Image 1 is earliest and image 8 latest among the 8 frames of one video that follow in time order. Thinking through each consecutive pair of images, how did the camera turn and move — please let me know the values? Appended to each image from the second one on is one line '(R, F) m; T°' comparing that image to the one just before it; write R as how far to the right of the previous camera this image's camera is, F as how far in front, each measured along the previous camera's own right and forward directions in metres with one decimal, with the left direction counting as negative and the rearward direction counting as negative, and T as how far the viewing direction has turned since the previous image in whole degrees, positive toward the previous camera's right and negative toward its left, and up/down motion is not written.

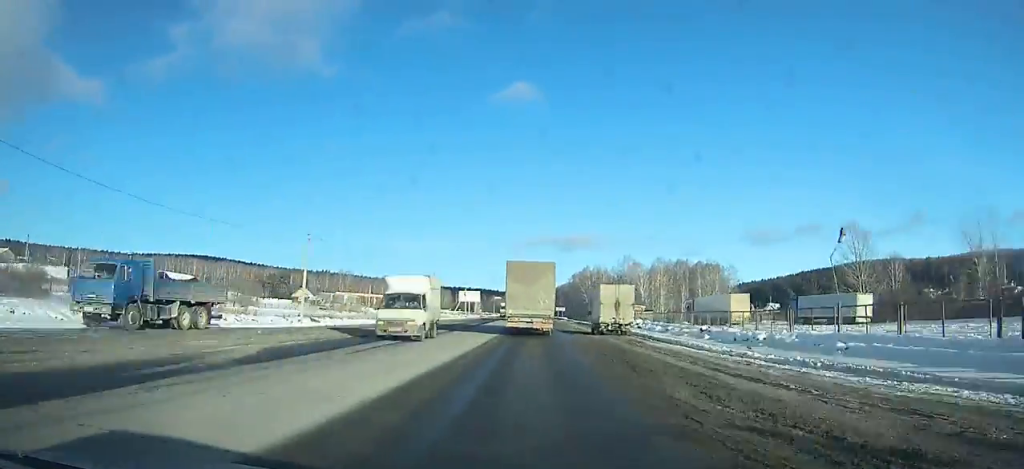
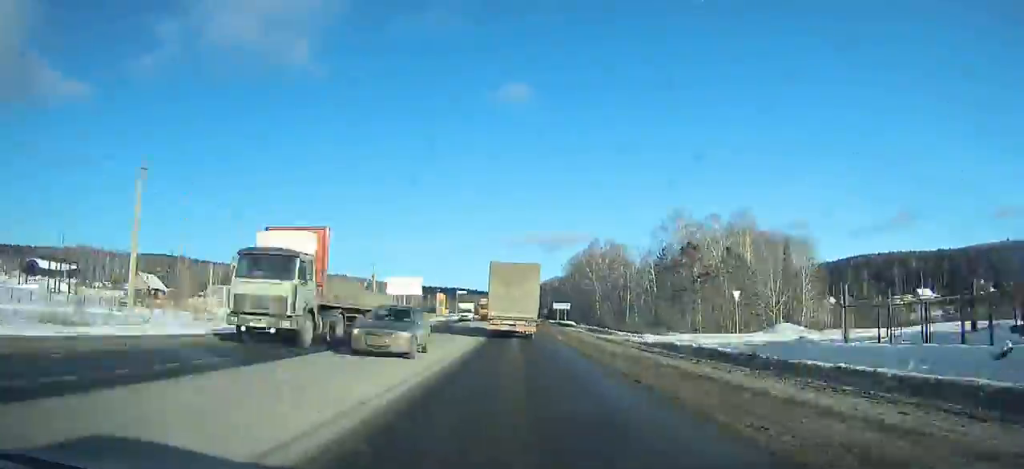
(+0.5, +71.0) m; 0°
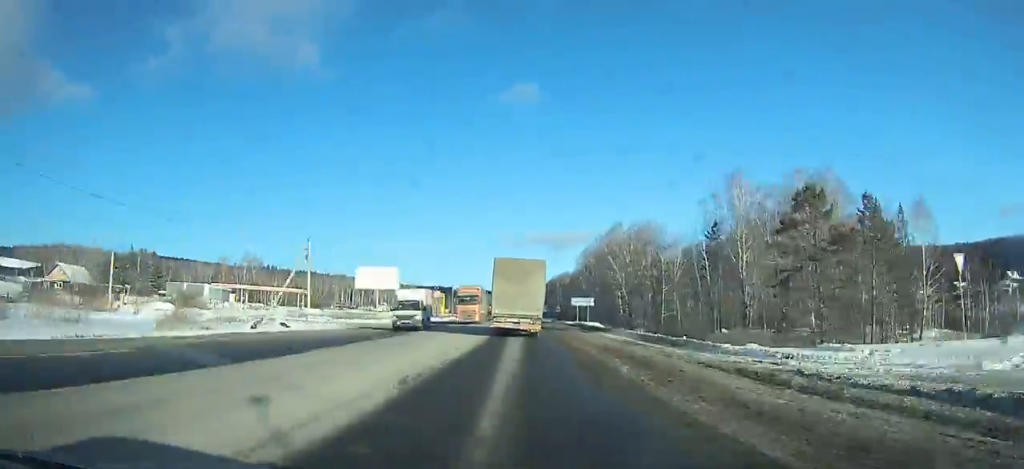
(-0.2, +22.8) m; 0°
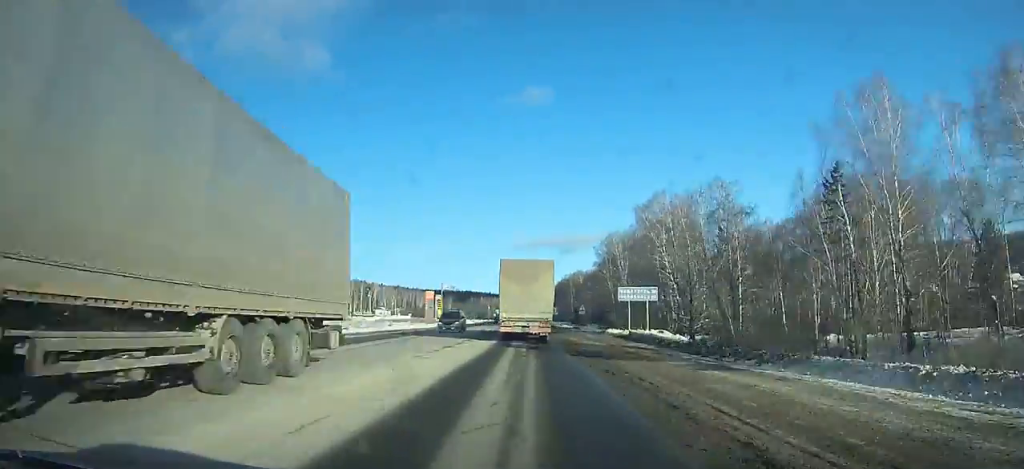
(-0.1, +28.5) m; 0°
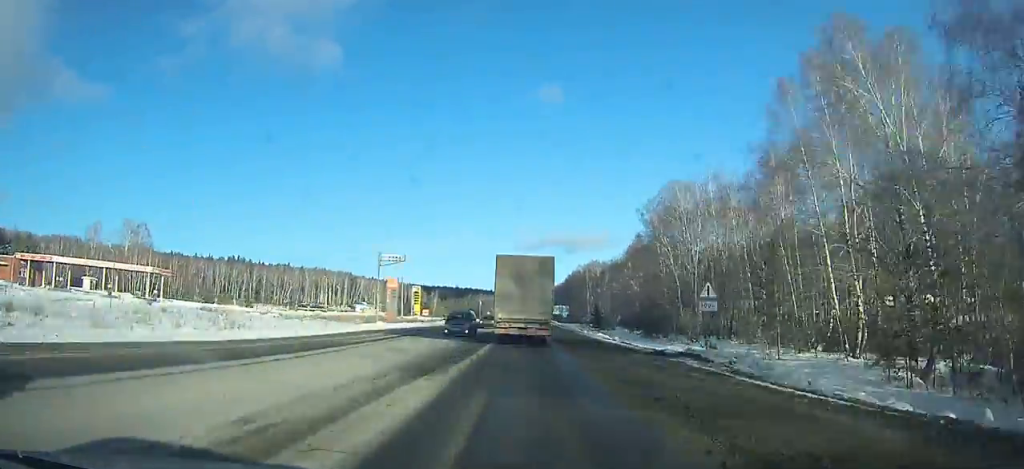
(-0.2, +45.6) m; 0°
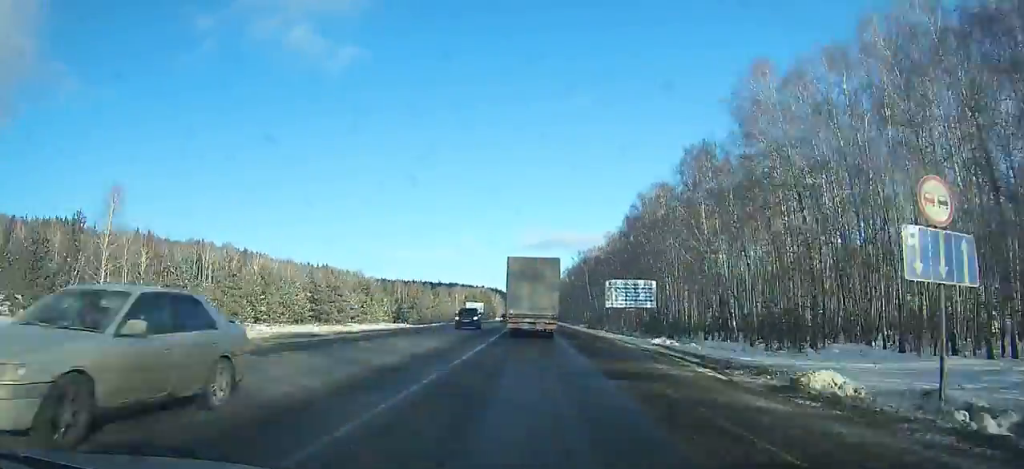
(0.0, +162.3) m; 0°
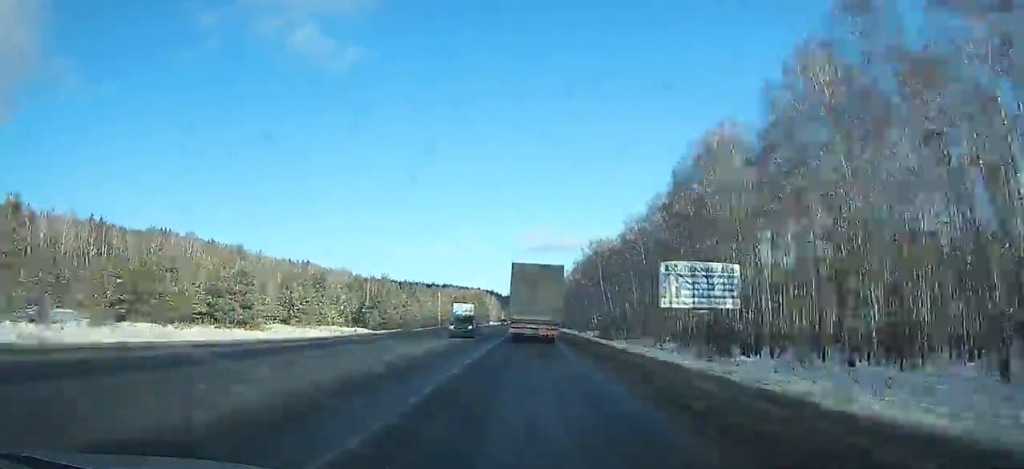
(0.0, +28.5) m; 0°
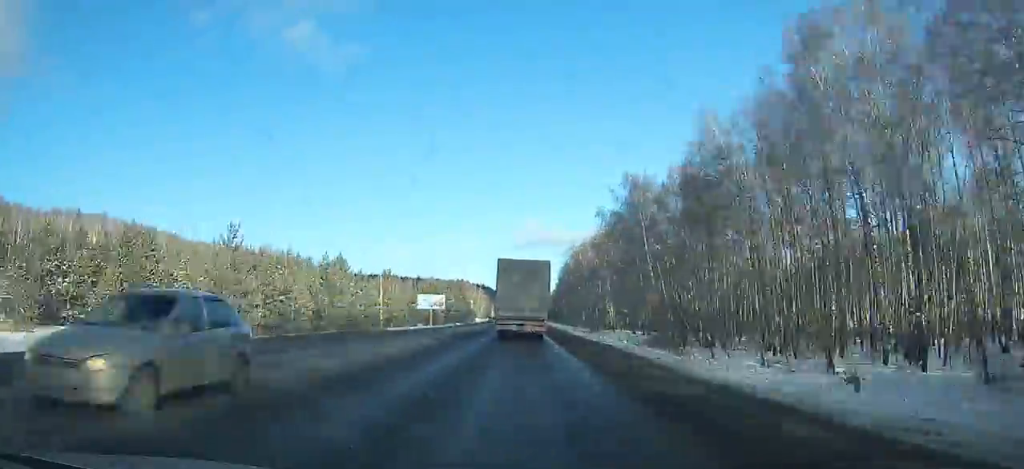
(+0.1, +48.0) m; 0°
